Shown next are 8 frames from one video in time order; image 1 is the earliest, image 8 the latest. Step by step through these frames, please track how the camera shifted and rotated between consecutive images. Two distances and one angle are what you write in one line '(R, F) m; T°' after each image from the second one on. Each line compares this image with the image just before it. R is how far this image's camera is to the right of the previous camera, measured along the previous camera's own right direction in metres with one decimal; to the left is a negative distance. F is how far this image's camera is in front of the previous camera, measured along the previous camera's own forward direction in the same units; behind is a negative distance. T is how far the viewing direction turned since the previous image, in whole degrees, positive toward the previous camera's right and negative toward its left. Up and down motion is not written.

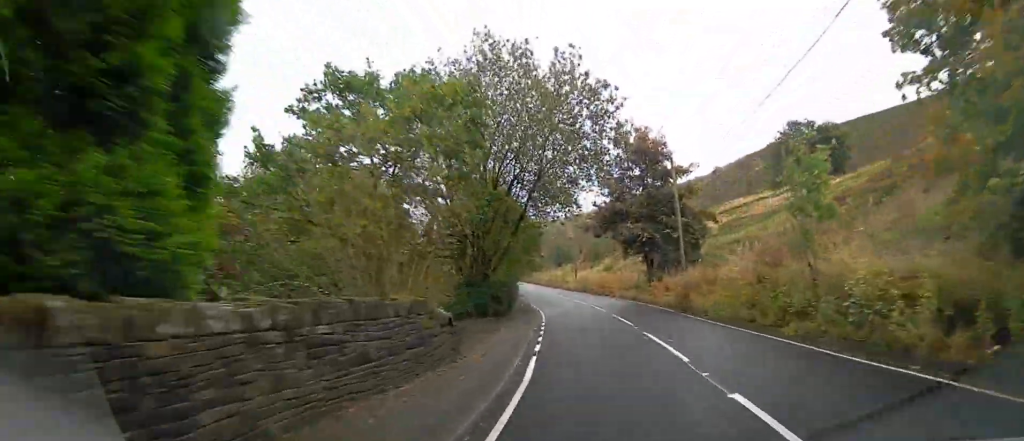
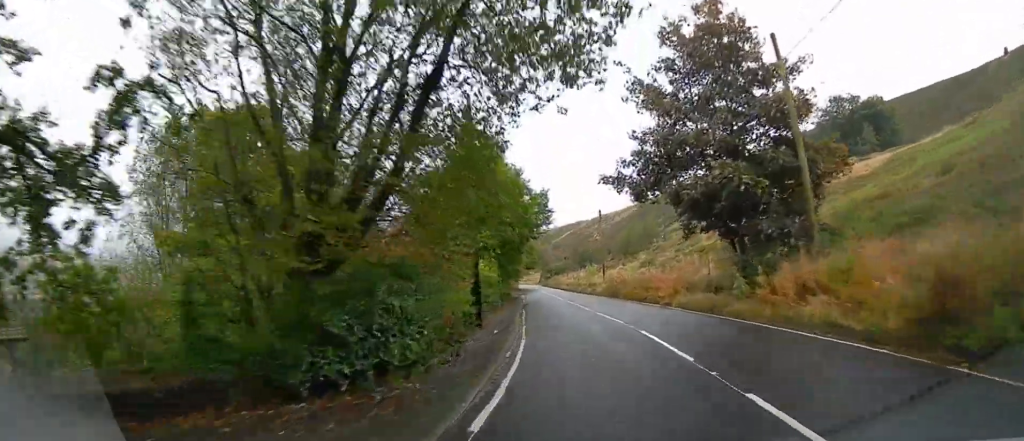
(+0.1, +17.1) m; -1°
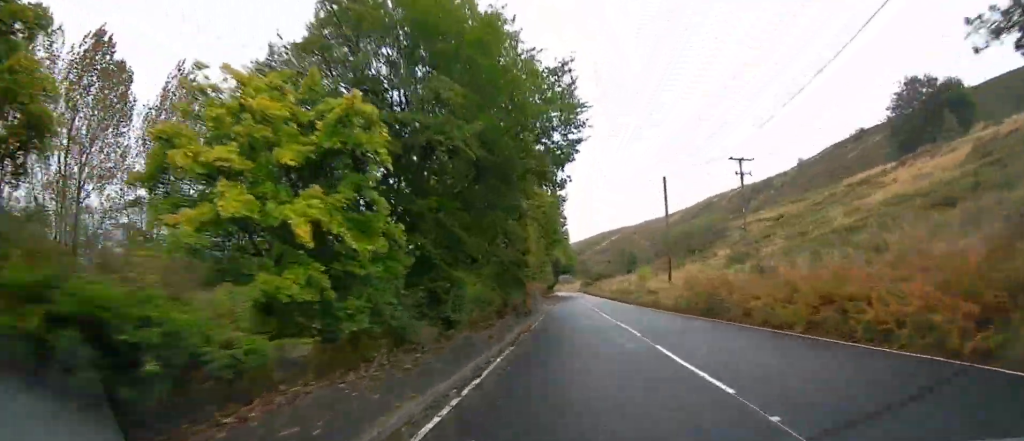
(-0.5, +19.3) m; -4°
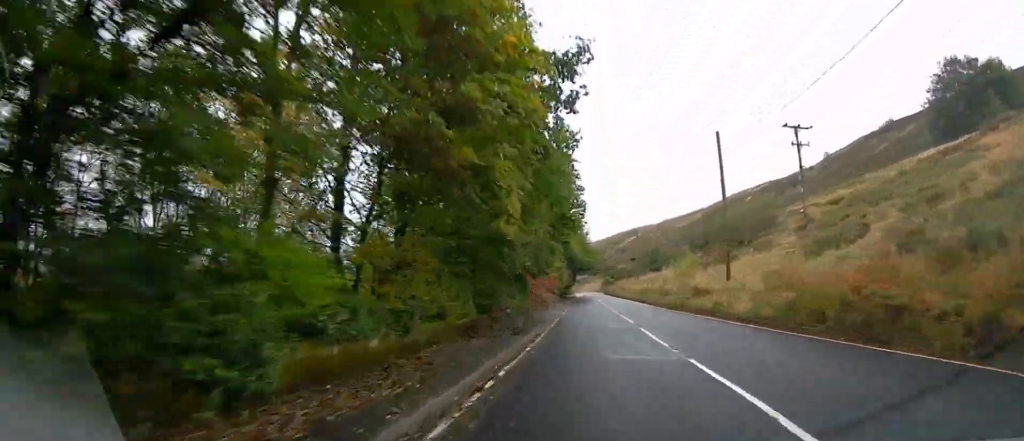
(-0.3, +10.3) m; -2°
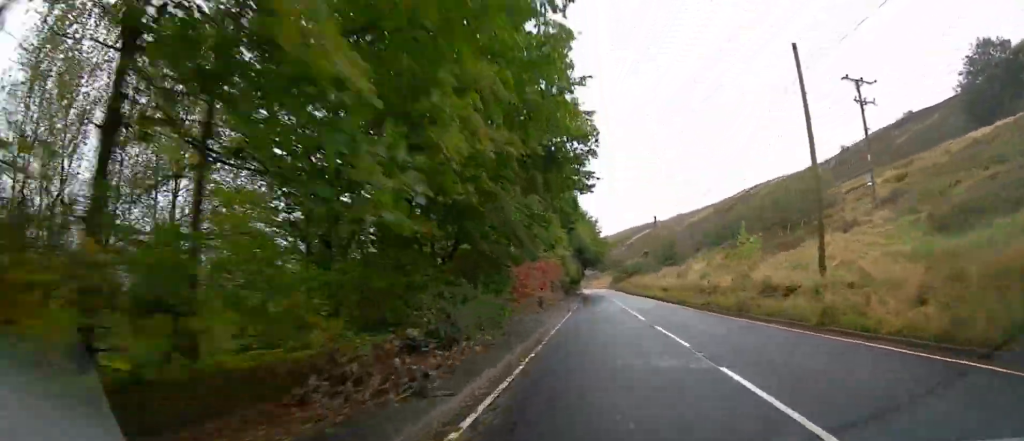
(-0.3, +9.7) m; -1°
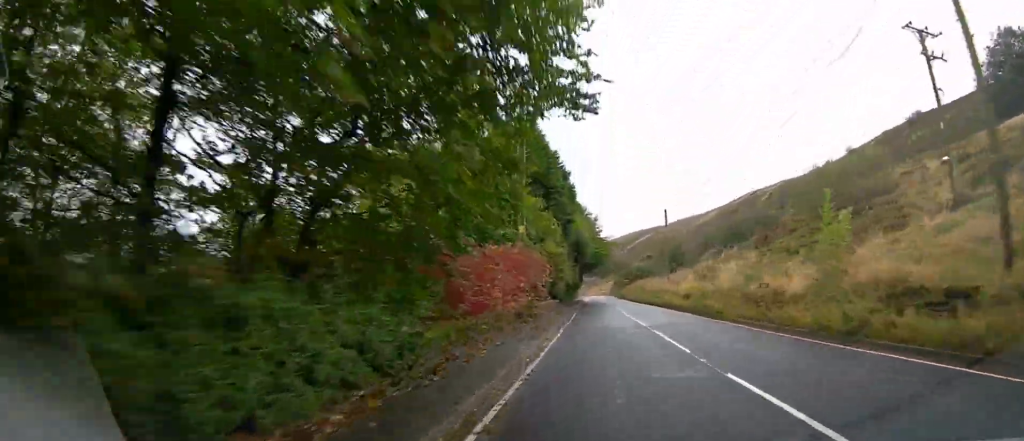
(-0.1, +8.4) m; 0°
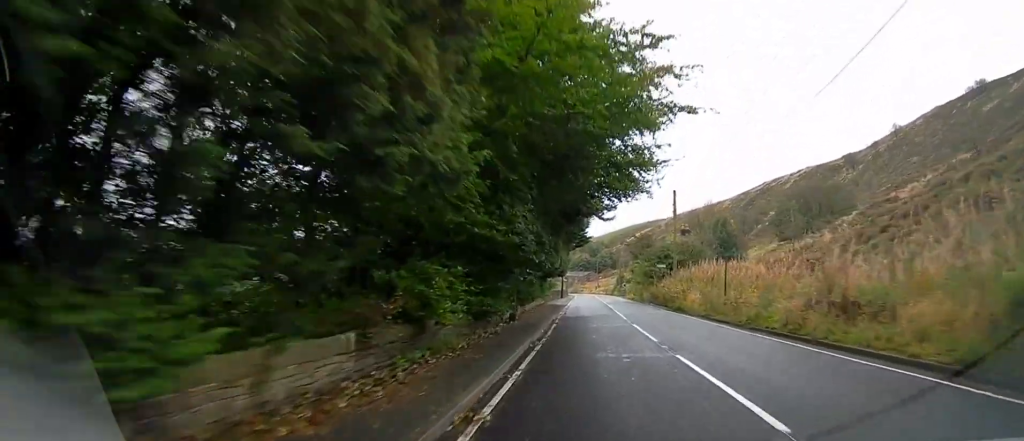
(-0.3, +46.9) m; -1°
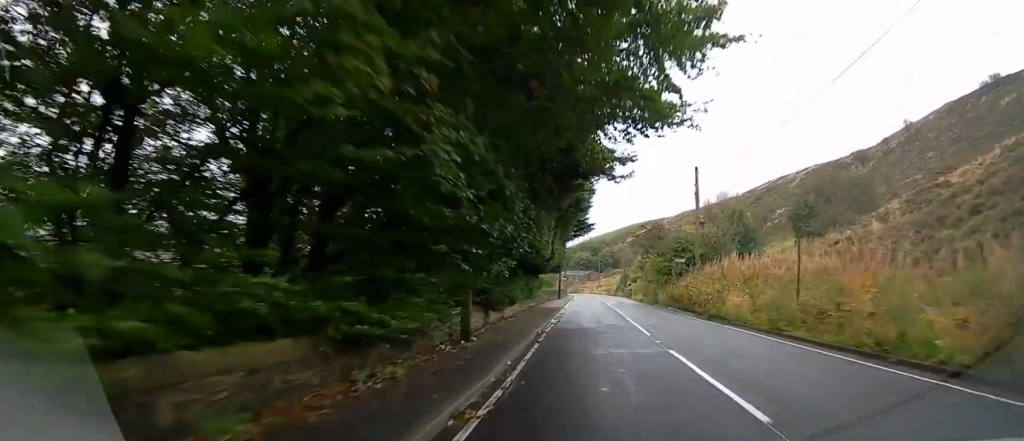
(-0.1, +7.9) m; 0°
